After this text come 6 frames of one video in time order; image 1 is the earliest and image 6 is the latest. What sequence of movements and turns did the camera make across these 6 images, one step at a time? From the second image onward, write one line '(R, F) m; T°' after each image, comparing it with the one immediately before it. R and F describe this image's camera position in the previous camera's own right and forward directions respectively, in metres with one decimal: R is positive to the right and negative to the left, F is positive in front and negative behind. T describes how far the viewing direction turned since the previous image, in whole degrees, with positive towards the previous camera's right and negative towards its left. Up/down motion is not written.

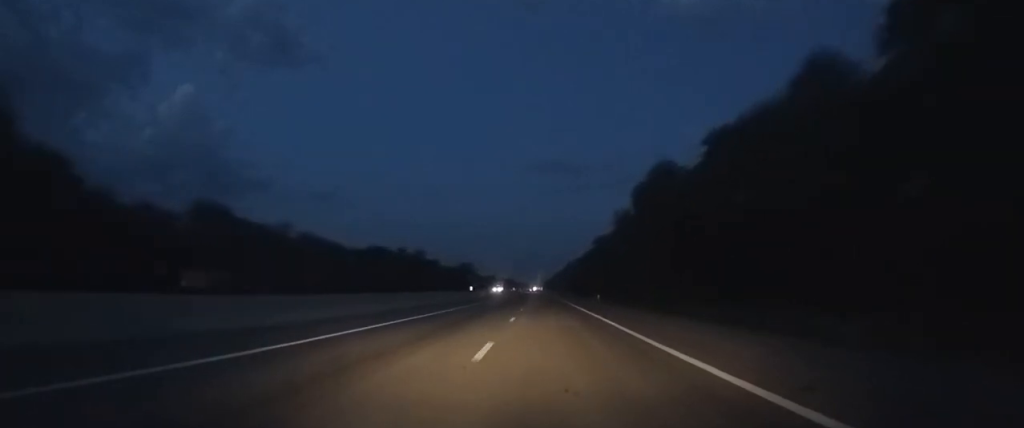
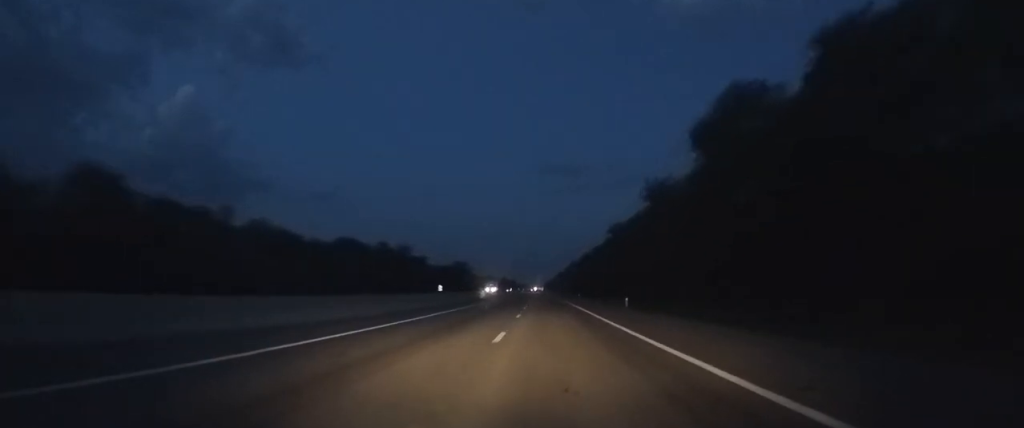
(-0.1, +20.4) m; 0°
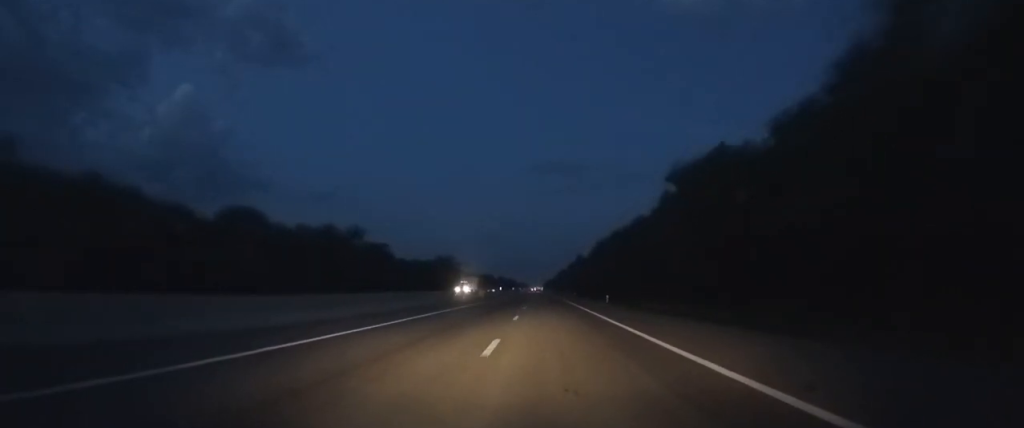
(0.0, +38.9) m; 0°
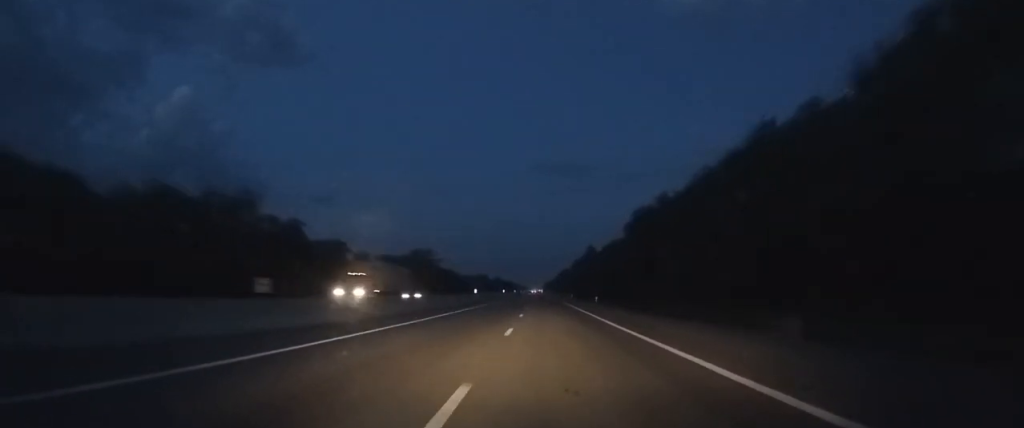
(+0.1, +42.4) m; 0°
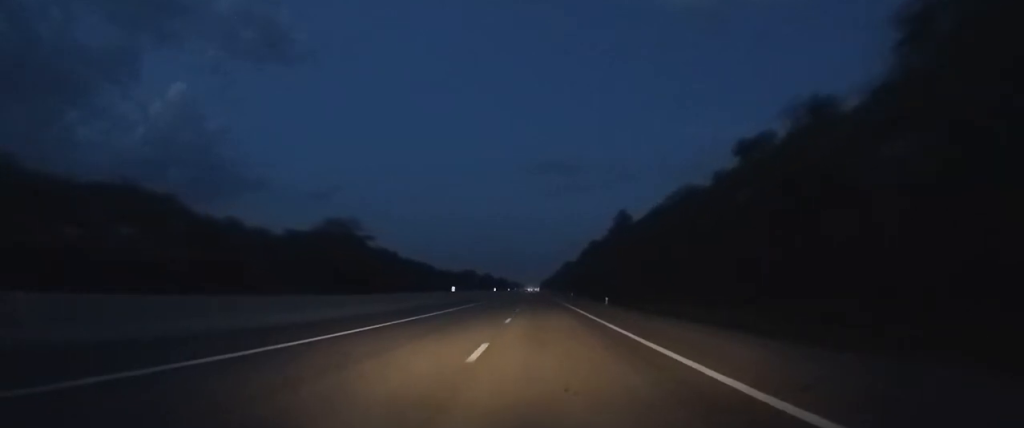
(+0.2, +67.1) m; 0°
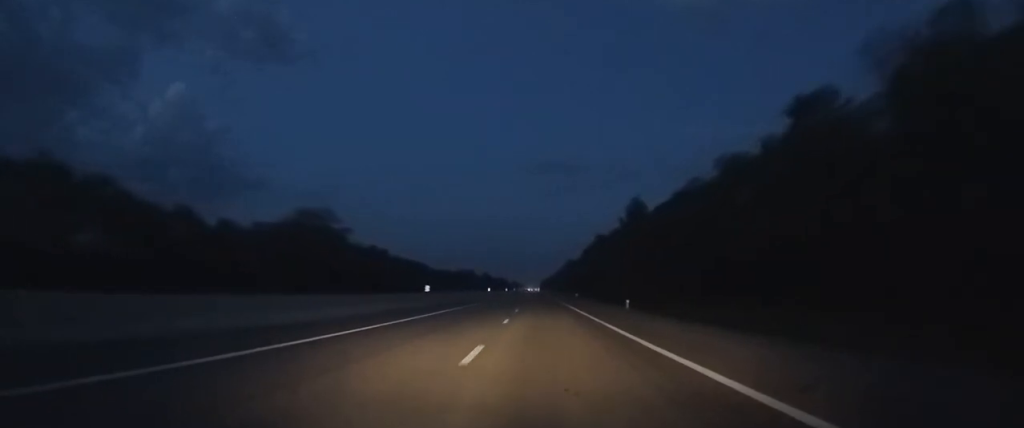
(0.0, +12.6) m; 0°
